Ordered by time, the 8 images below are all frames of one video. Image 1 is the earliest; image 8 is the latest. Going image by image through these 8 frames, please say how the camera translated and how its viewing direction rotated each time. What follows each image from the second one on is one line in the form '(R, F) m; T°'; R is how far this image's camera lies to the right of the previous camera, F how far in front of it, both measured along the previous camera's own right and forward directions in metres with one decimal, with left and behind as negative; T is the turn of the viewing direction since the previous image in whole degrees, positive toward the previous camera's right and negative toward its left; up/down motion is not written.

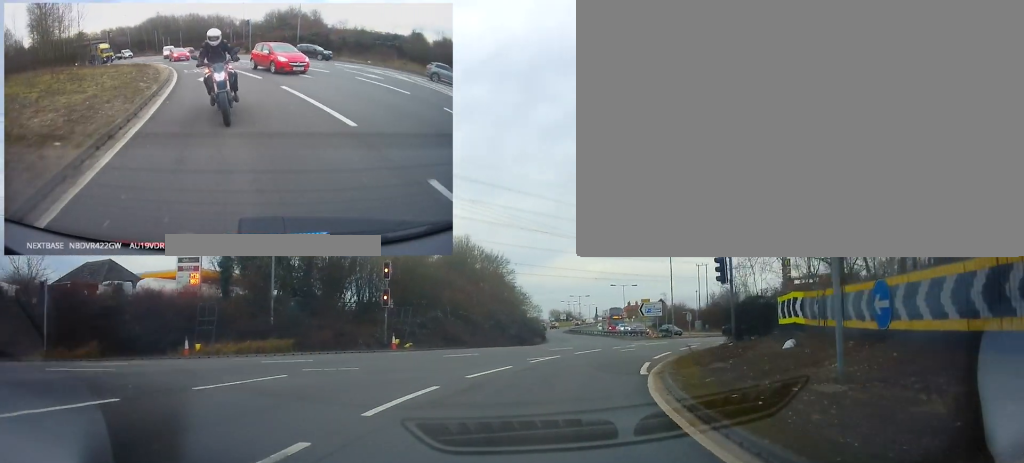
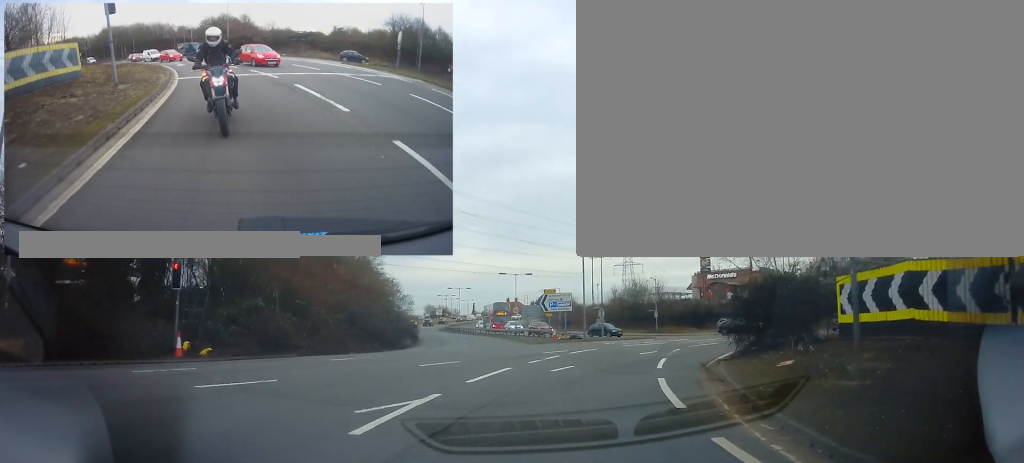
(+1.6, +13.4) m; +15°
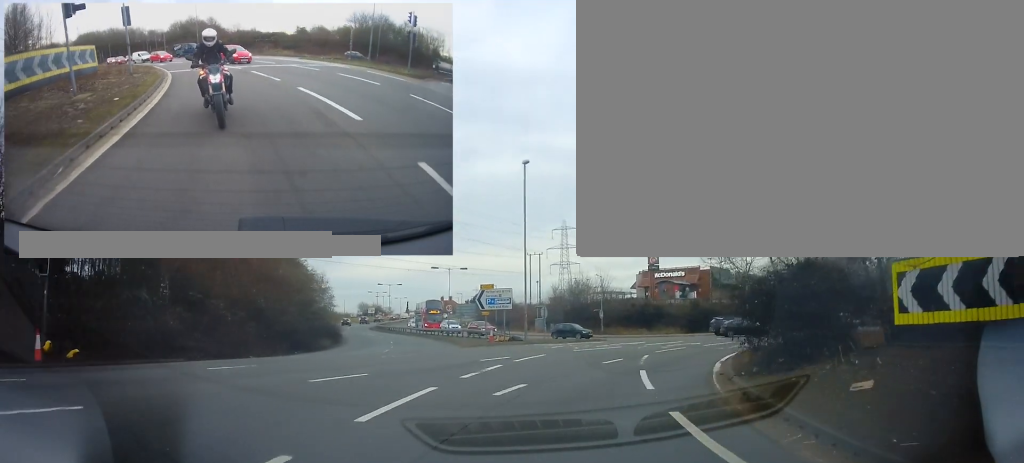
(+0.1, +5.2) m; +10°
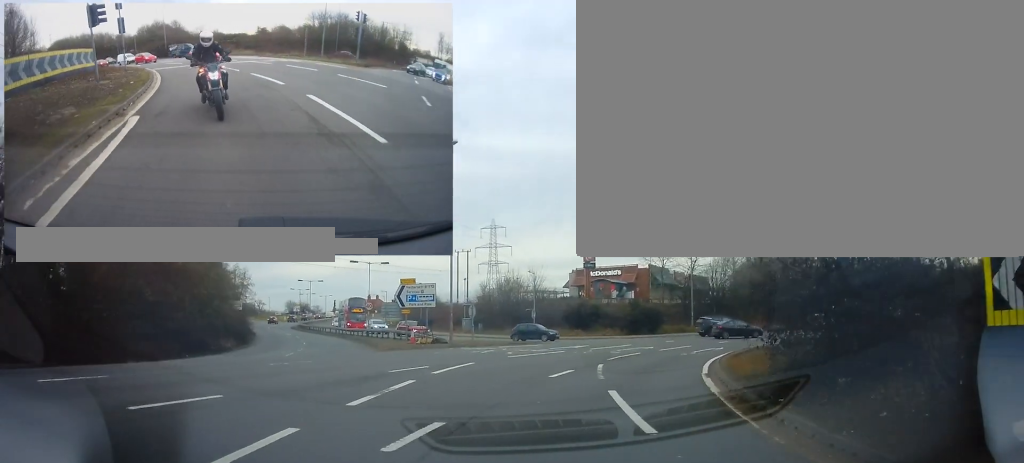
(+0.3, +4.4) m; +8°
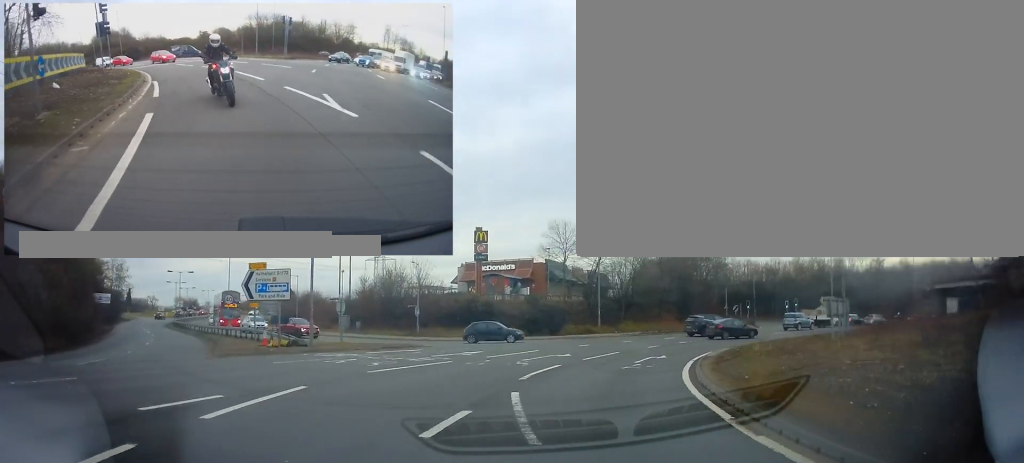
(+1.3, +7.2) m; +11°
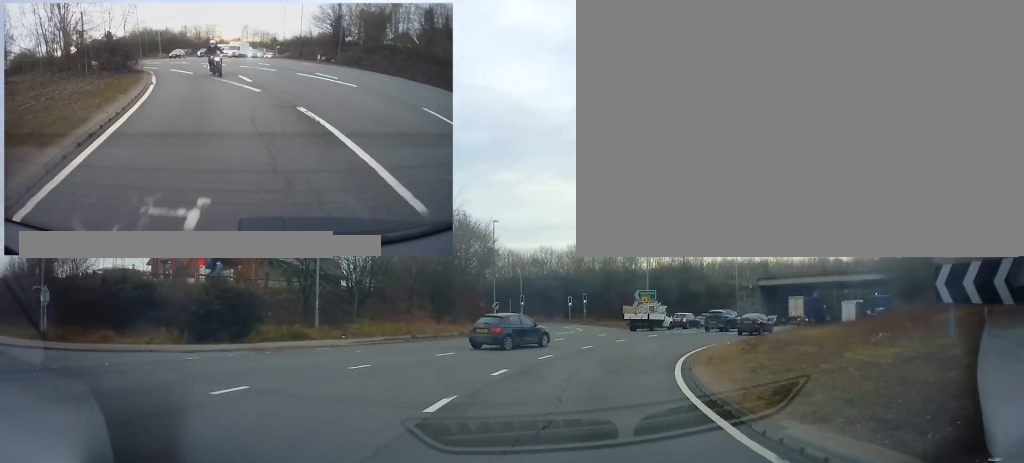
(+3.6, +20.0) m; +22°
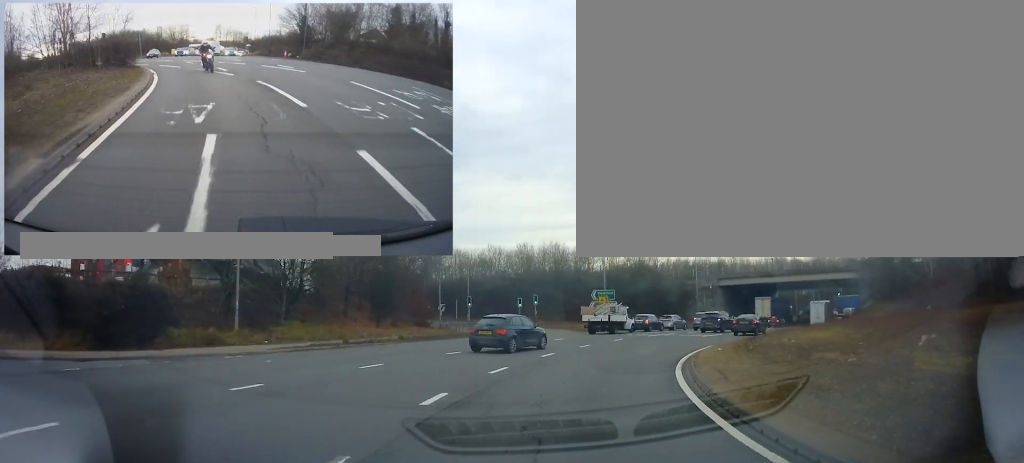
(-0.1, +4.2) m; +5°
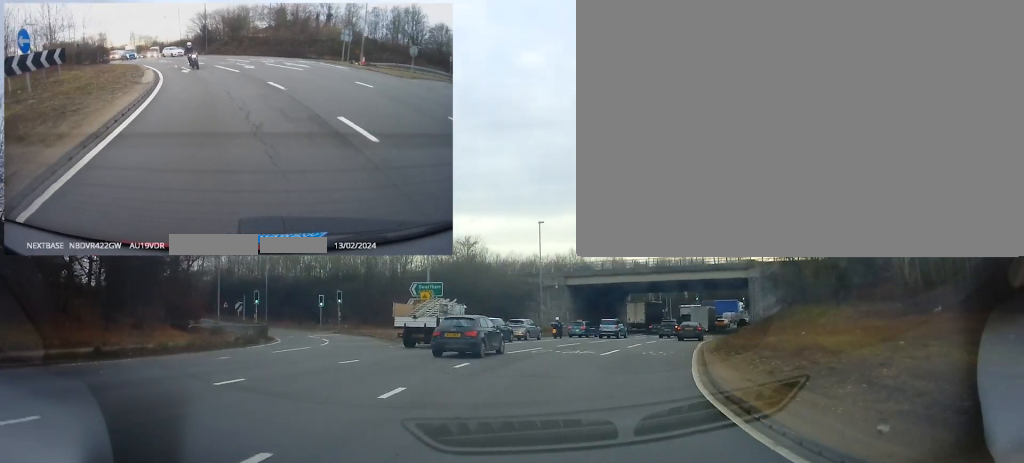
(+2.9, +14.7) m; +21°
